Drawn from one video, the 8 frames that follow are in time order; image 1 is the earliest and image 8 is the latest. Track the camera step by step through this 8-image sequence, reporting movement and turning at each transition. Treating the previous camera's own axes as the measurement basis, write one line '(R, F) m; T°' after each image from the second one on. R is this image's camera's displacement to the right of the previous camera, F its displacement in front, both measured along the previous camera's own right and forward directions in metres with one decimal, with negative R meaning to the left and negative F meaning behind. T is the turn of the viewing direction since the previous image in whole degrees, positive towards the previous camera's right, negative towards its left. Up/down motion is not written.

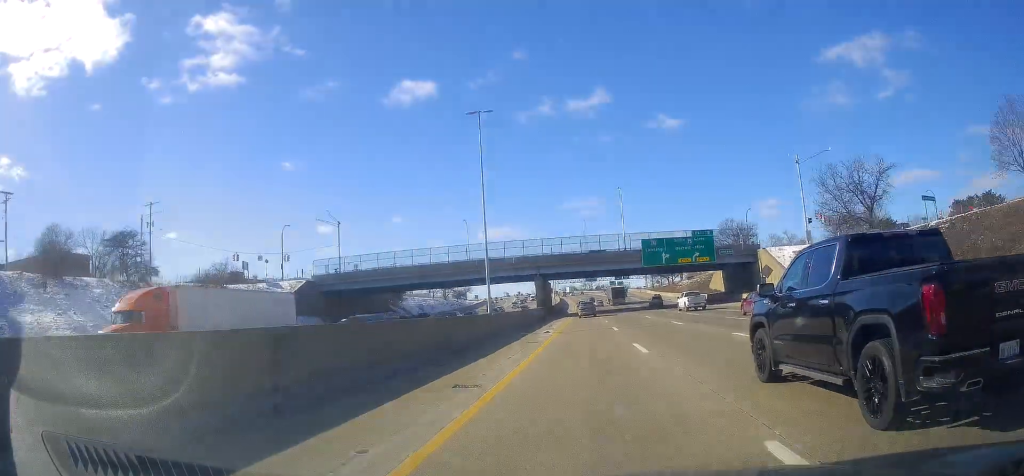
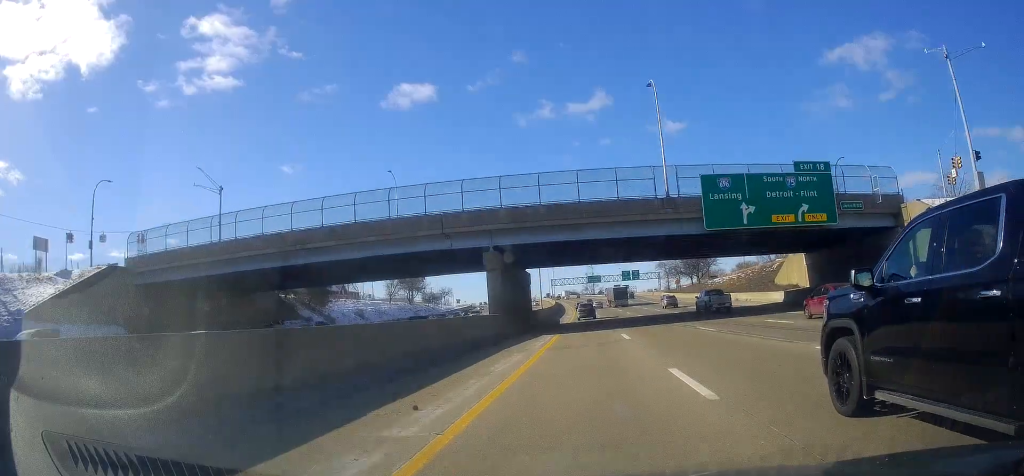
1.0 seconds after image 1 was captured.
(0.0, +38.5) m; 0°
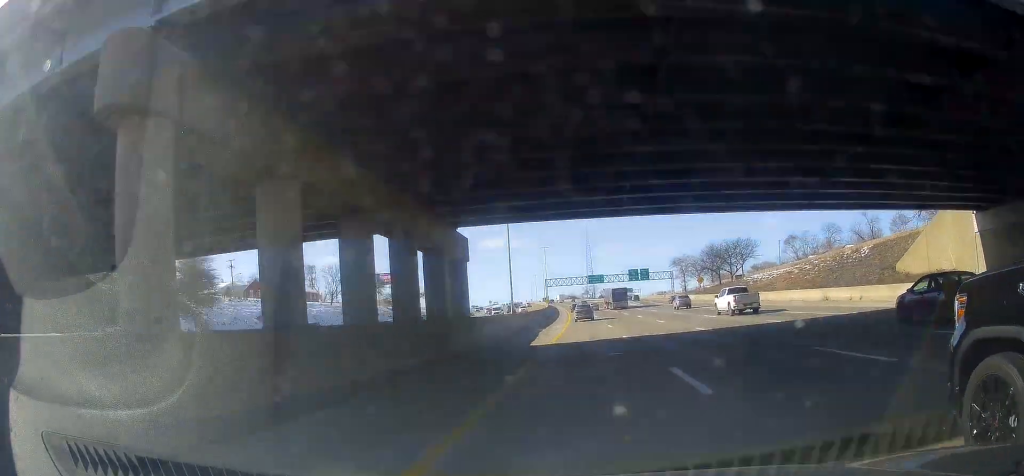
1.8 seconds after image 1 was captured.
(0.0, +30.7) m; 0°
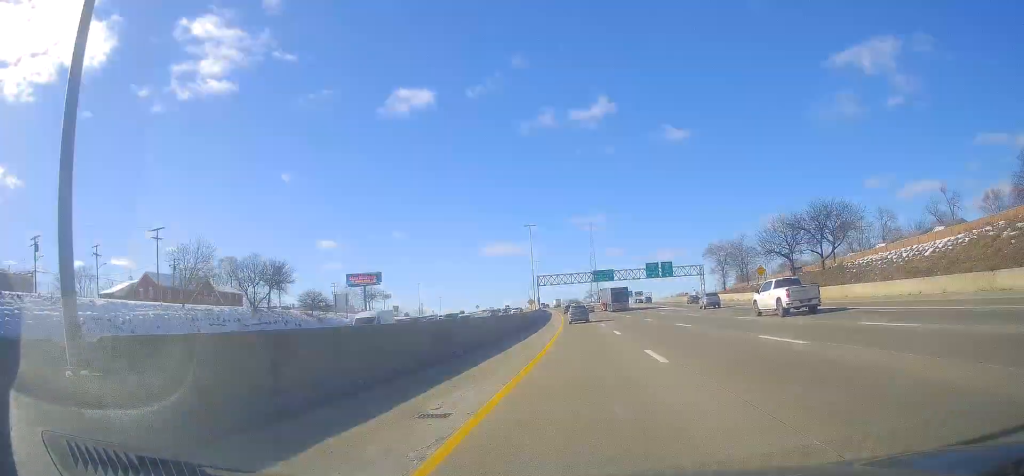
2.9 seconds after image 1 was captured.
(-0.2, +40.7) m; -1°
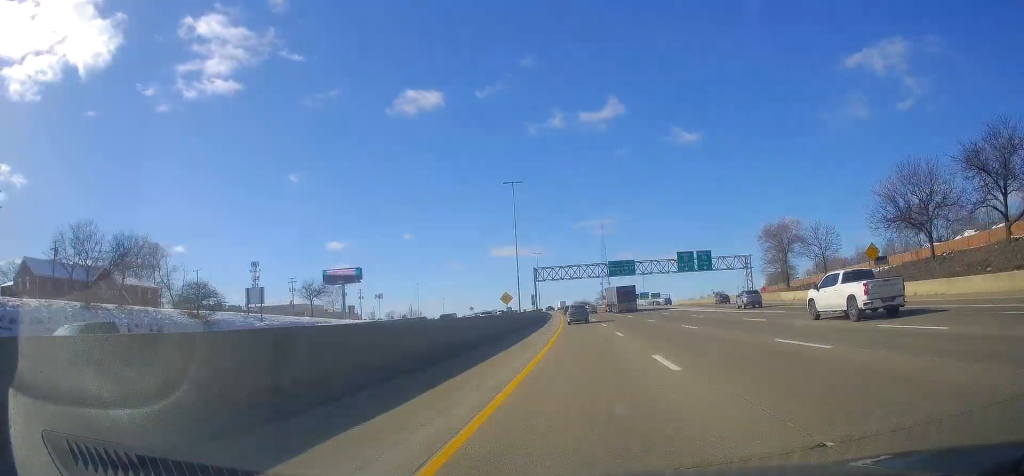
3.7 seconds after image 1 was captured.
(-0.4, +31.5) m; -1°
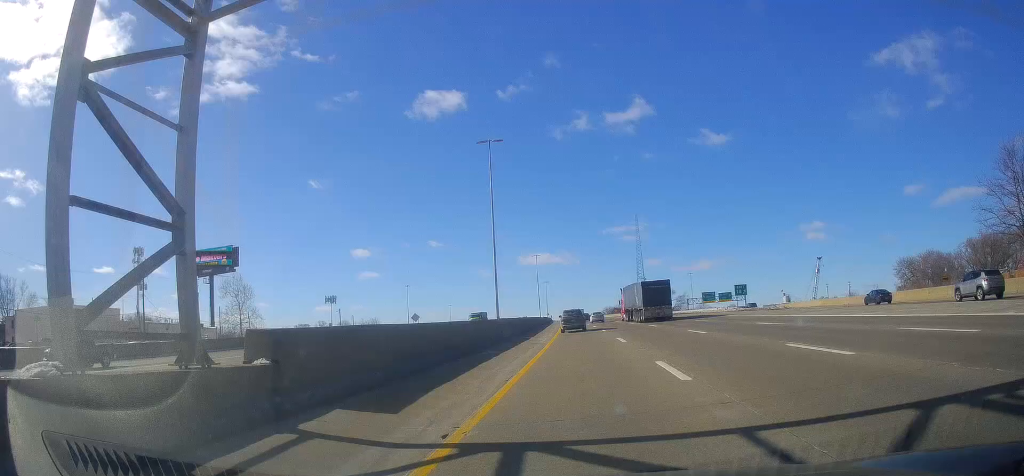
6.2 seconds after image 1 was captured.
(-2.7, +92.6) m; -4°
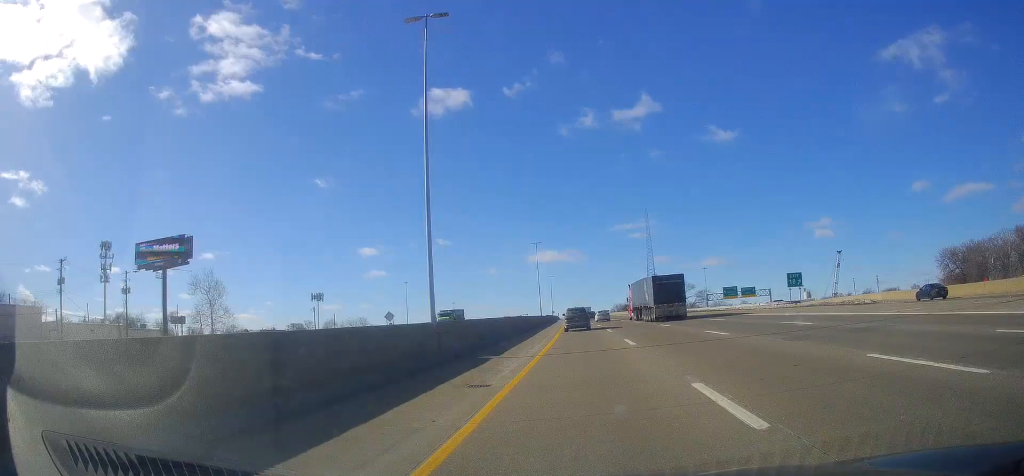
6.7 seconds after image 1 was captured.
(-0.2, +18.8) m; -1°
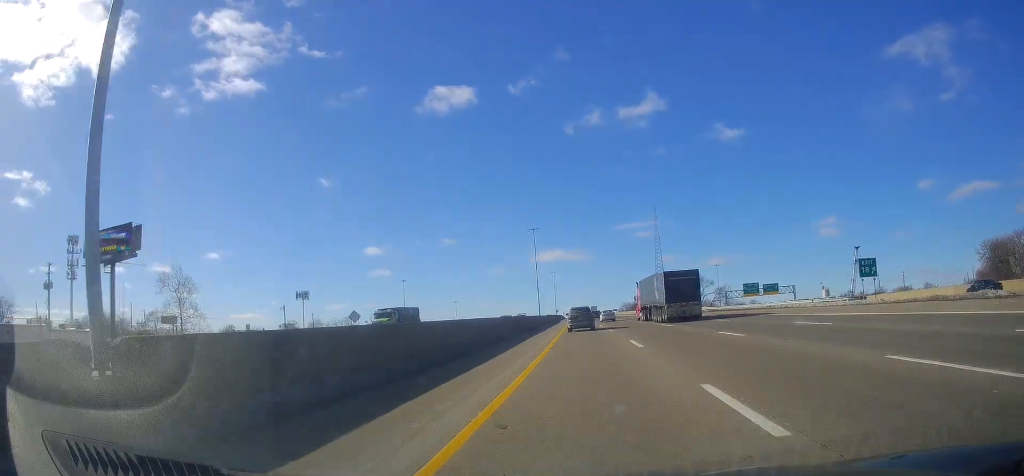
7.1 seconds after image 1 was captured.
(0.0, +16.2) m; 0°
